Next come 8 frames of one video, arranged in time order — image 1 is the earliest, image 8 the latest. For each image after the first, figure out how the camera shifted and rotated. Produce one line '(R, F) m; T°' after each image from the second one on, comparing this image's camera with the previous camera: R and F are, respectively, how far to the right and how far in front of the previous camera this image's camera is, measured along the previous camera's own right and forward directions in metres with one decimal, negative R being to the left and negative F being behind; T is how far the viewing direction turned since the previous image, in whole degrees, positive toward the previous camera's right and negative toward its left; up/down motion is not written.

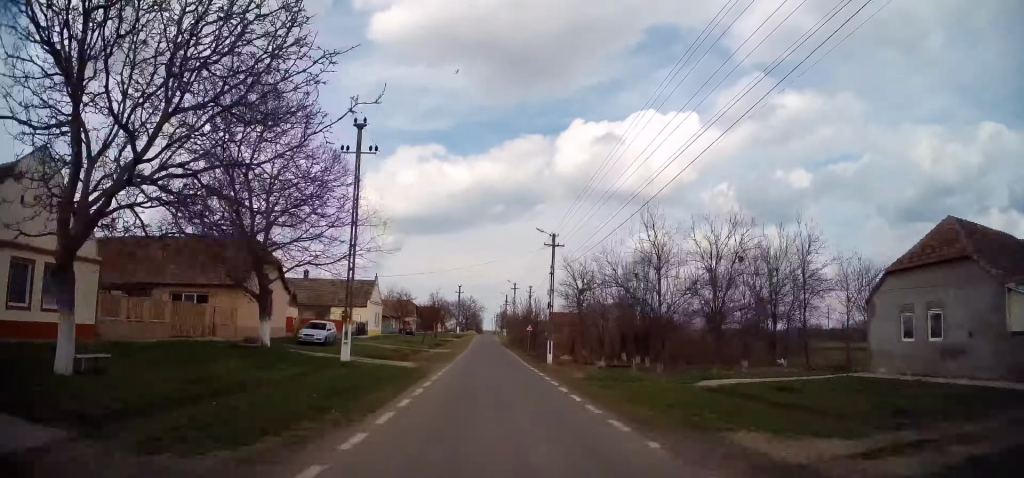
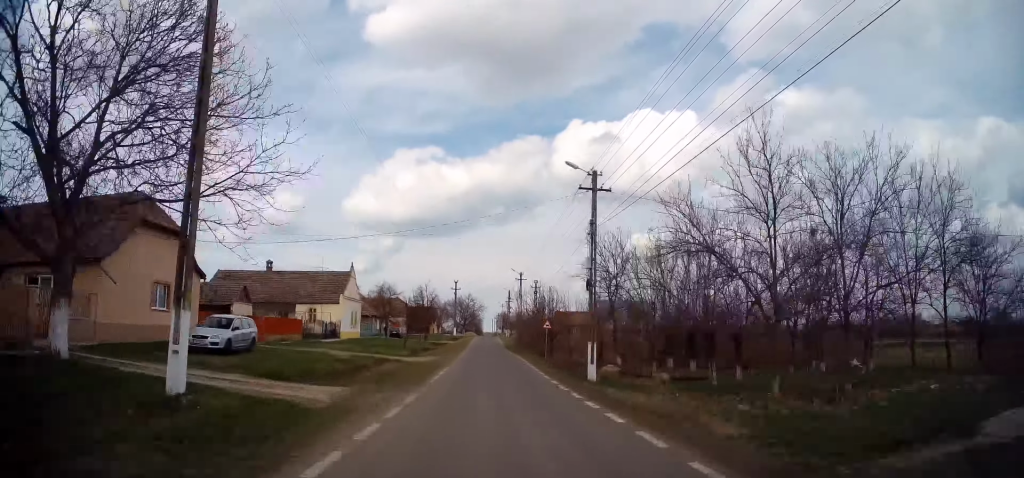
(0.0, +12.8) m; 0°
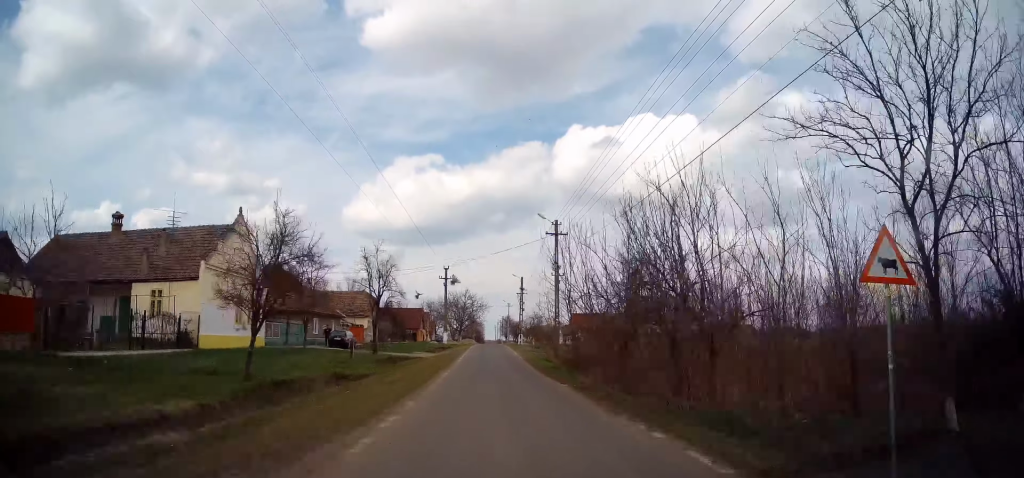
(0.0, +27.8) m; 0°
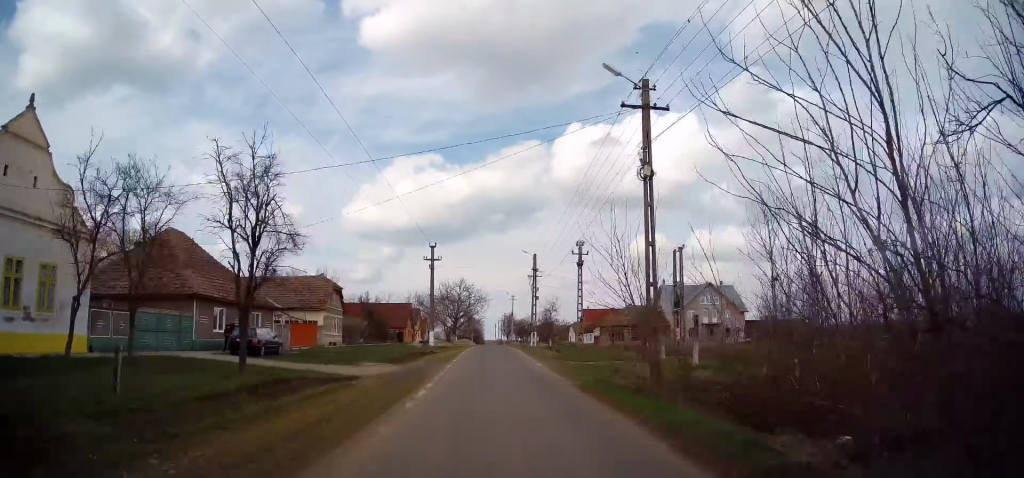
(+0.1, +17.2) m; +1°
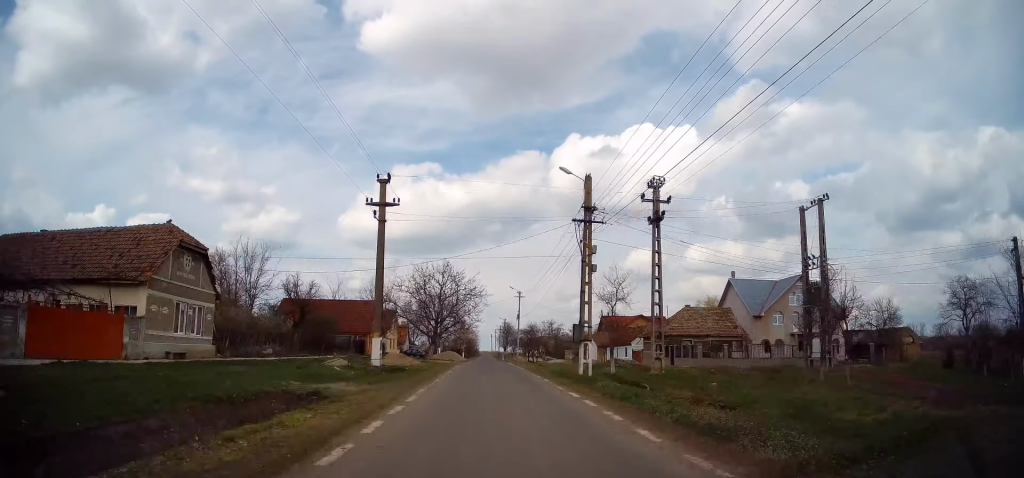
(0.0, +24.9) m; -1°
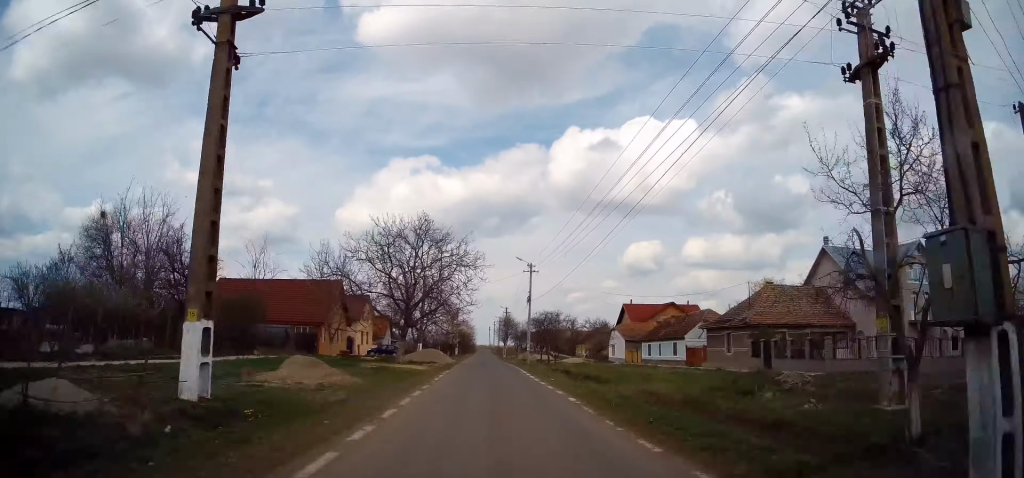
(-0.1, +17.9) m; 0°
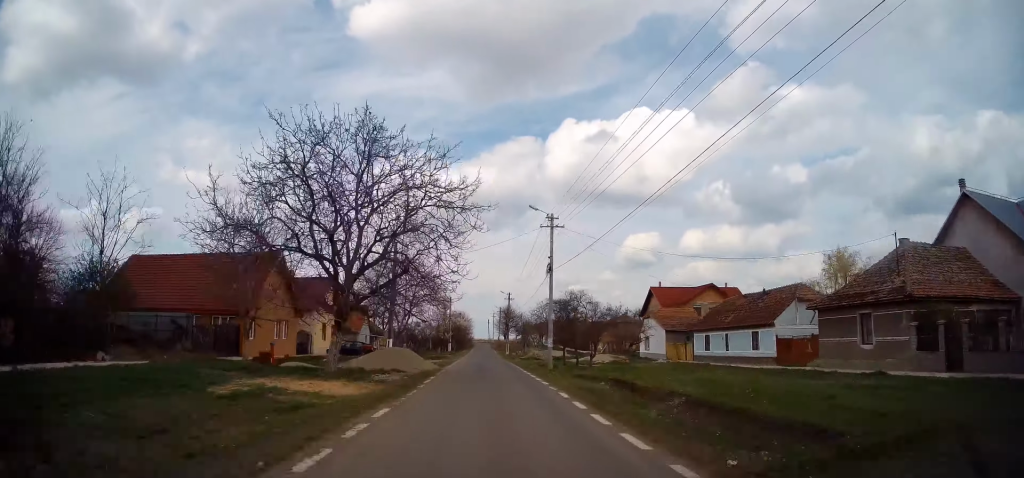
(+0.2, +15.3) m; +1°
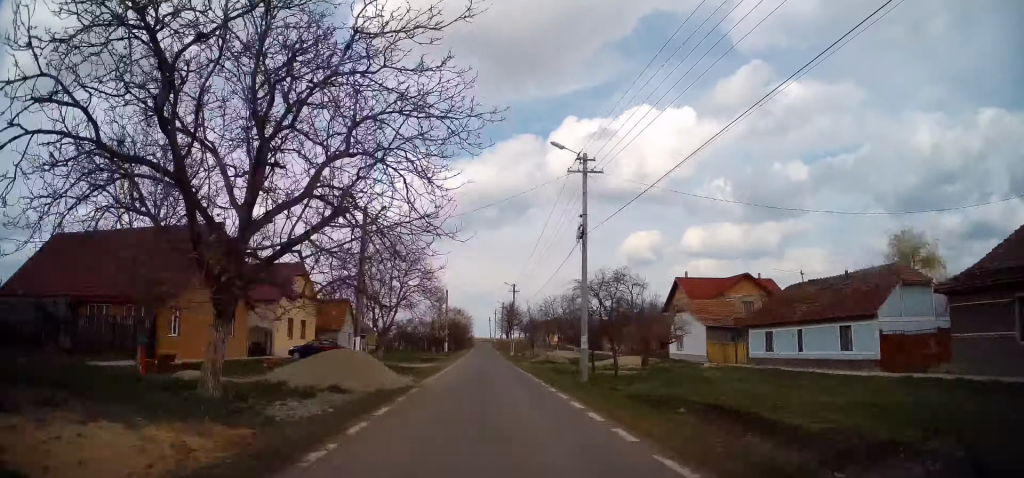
(+0.1, +9.3) m; 0°
